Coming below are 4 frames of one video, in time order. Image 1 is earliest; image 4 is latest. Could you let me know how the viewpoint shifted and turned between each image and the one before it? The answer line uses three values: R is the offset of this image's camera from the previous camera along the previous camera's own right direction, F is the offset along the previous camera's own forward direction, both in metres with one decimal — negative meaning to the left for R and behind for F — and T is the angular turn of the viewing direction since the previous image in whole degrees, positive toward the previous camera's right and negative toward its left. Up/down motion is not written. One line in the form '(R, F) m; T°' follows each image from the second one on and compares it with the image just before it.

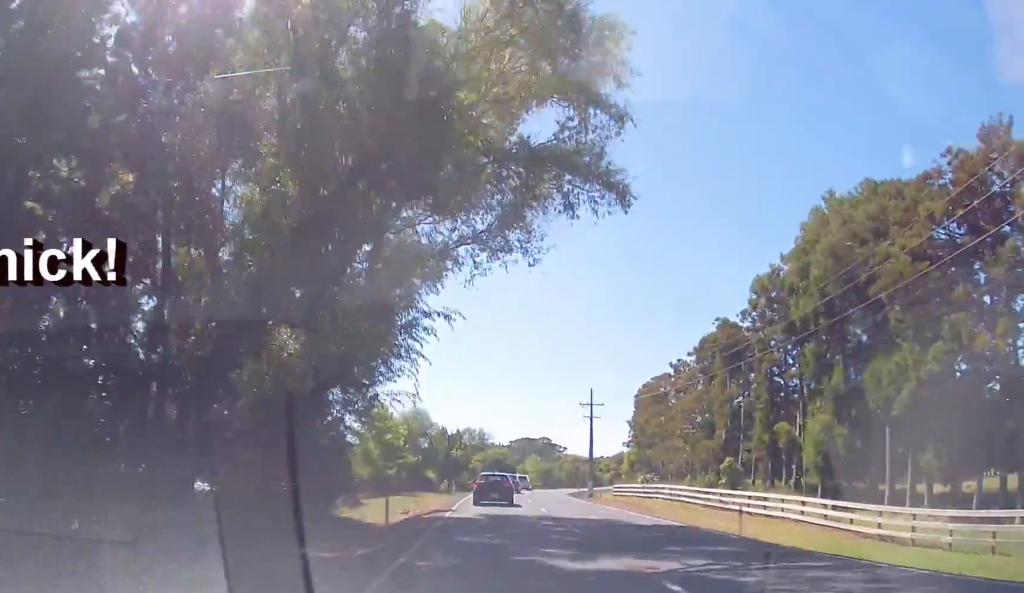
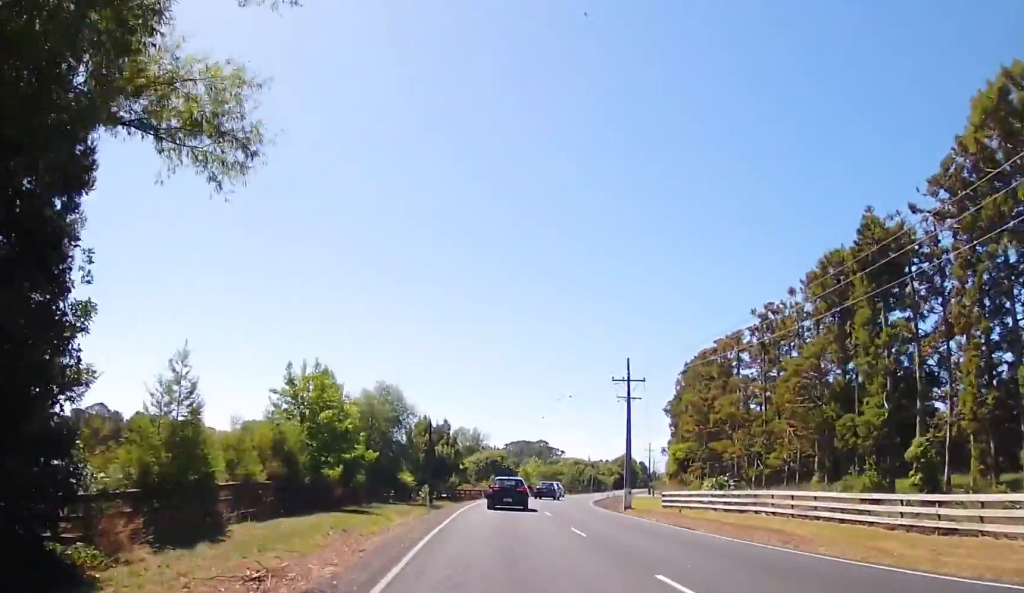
(-0.6, +18.4) m; -3°
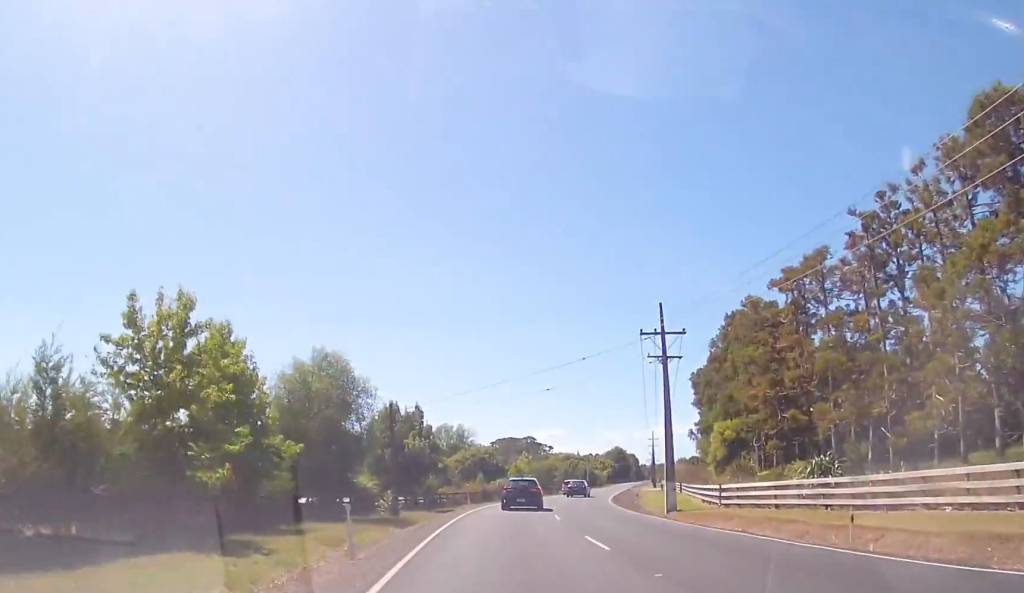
(-0.2, +13.2) m; 0°
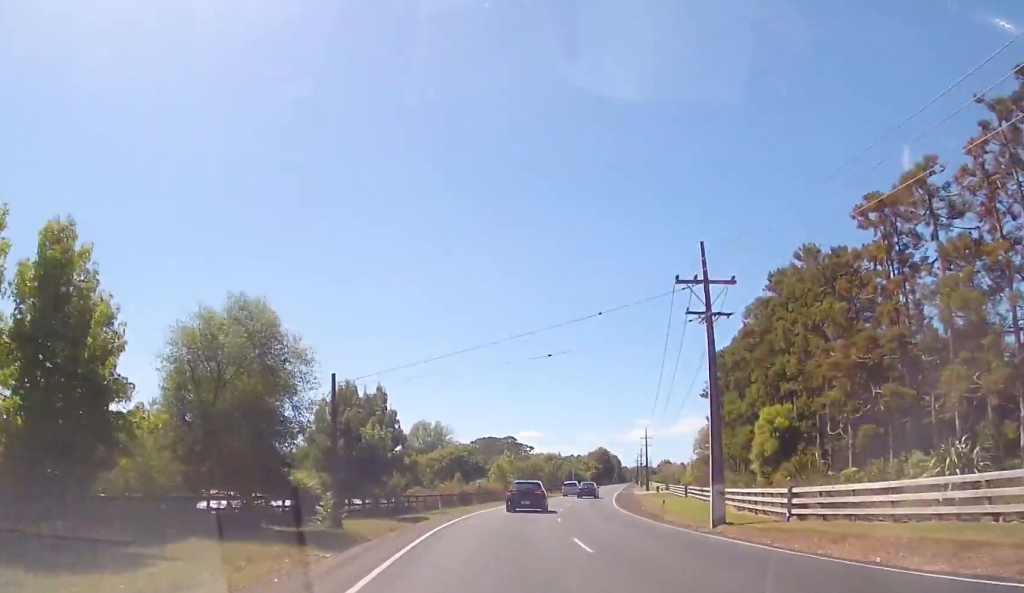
(-0.1, +9.2) m; +1°
